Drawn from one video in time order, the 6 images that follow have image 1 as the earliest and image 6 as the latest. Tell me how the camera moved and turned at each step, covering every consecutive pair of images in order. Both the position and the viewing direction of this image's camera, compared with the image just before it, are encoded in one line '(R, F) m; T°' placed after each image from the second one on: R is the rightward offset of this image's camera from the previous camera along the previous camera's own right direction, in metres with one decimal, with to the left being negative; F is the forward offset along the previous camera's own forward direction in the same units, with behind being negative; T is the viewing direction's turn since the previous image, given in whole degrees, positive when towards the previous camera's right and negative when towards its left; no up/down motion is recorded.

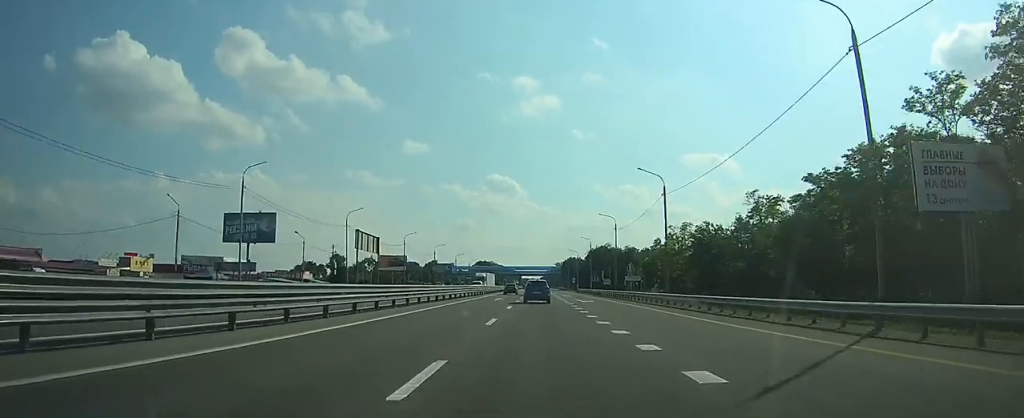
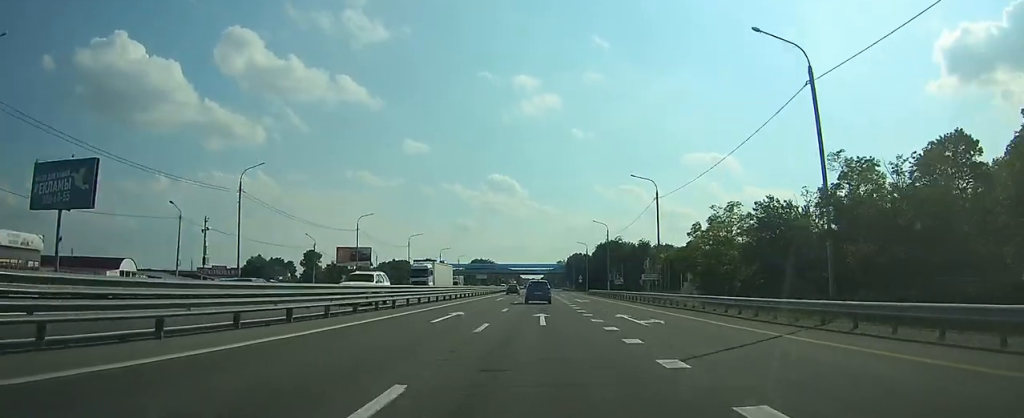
(-0.1, +27.0) m; 0°
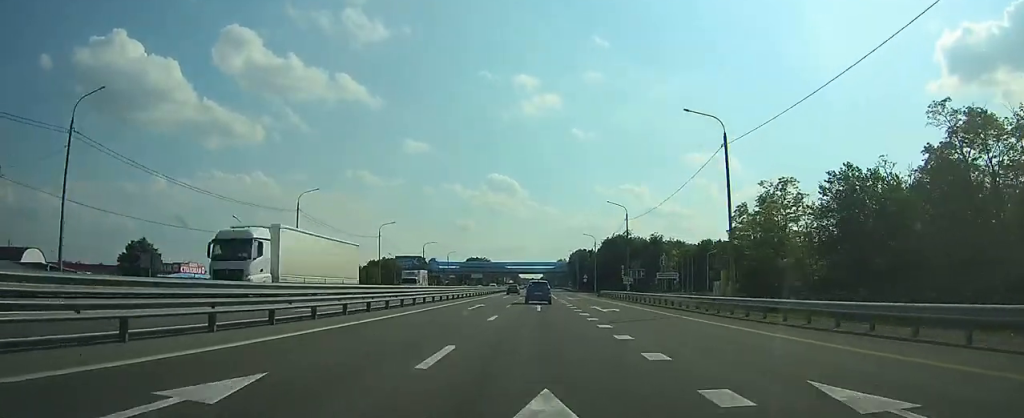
(0.0, +19.2) m; 0°
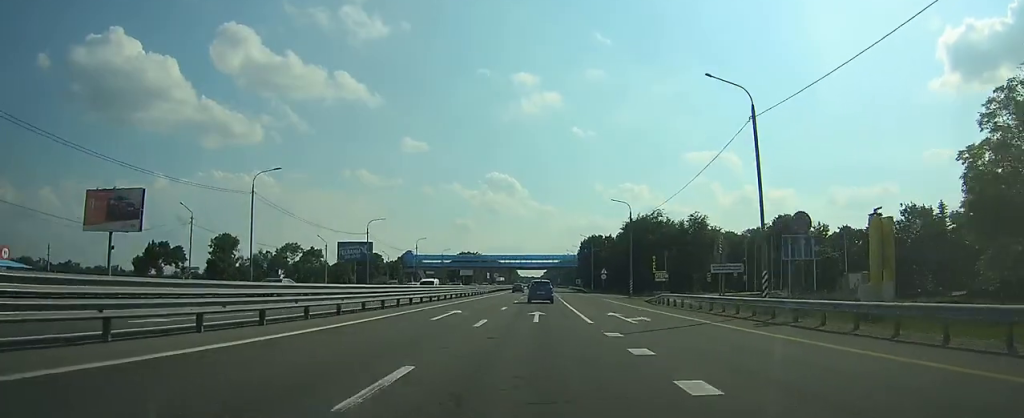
(+0.3, +39.4) m; 0°
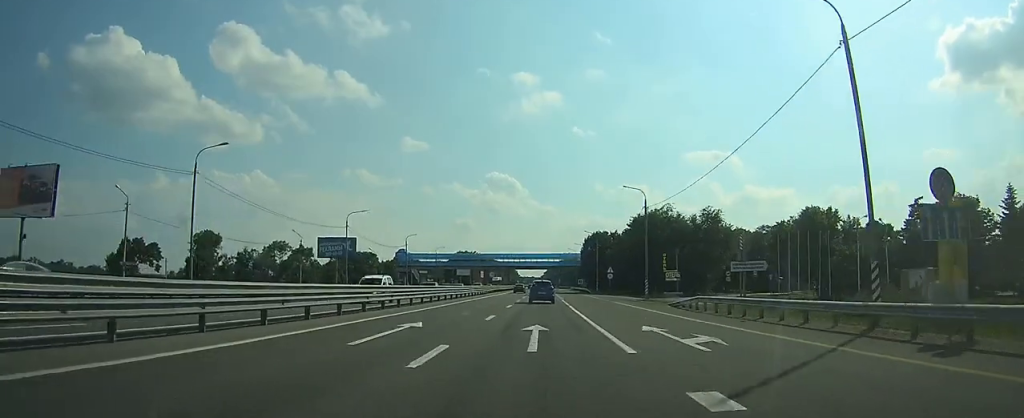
(0.0, +8.8) m; 0°
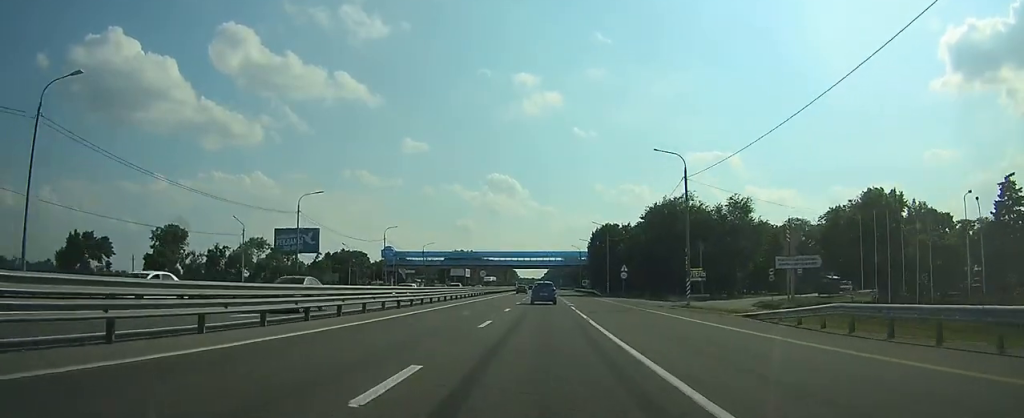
(0.0, +14.9) m; -1°
